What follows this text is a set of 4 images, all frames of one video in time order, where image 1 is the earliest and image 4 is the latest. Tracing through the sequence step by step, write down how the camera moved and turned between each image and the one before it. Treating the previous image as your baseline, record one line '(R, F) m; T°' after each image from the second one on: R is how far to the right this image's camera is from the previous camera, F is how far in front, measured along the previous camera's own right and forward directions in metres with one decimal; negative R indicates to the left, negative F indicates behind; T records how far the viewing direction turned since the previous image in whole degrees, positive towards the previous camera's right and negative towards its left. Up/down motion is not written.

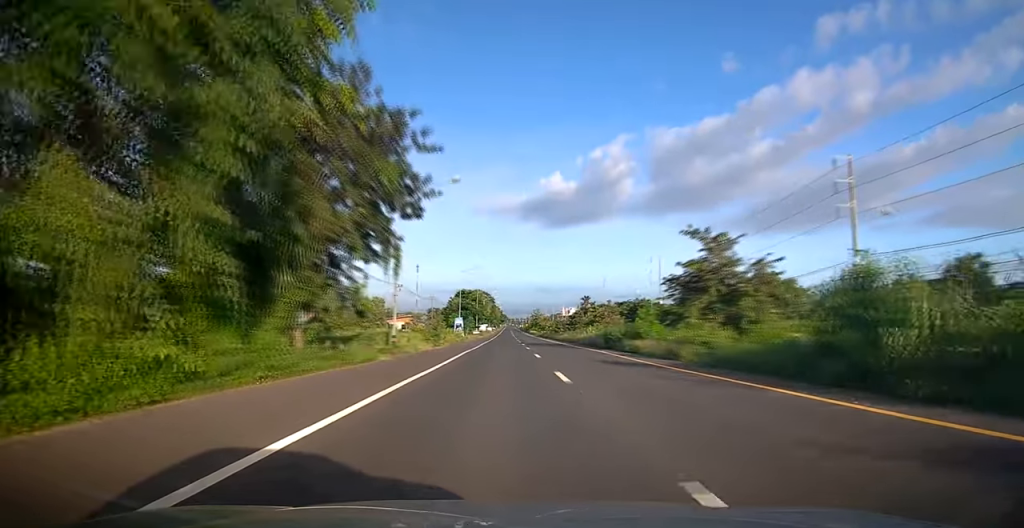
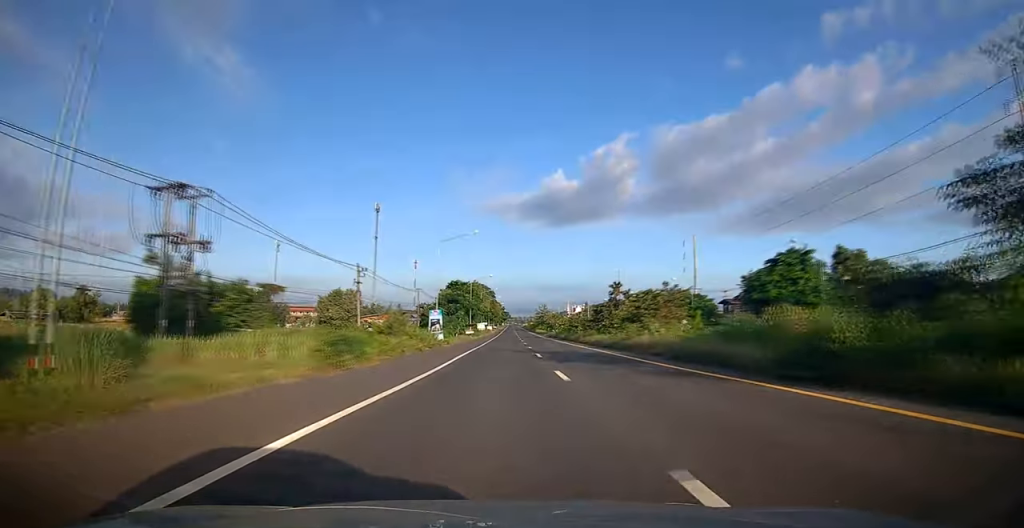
(+0.4, +23.7) m; 0°
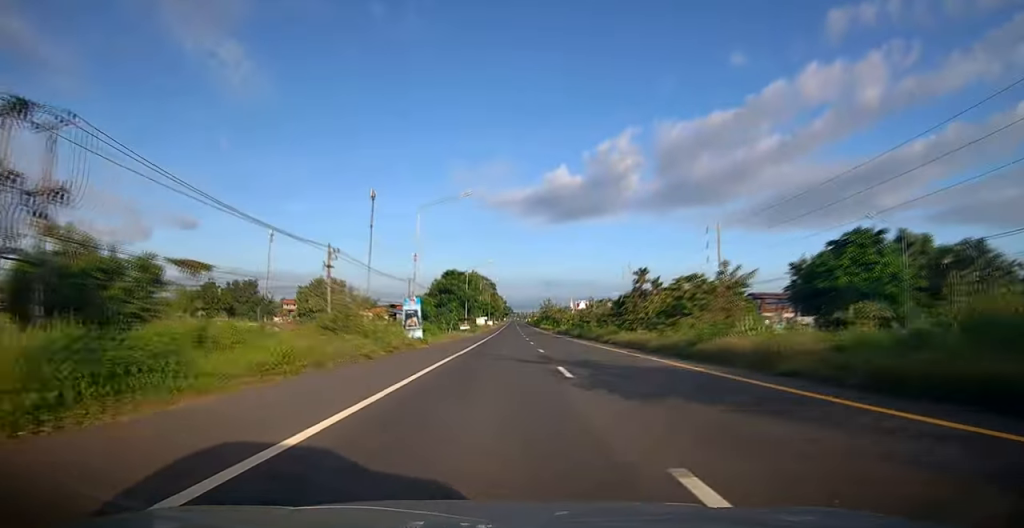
(-0.4, +11.9) m; 0°
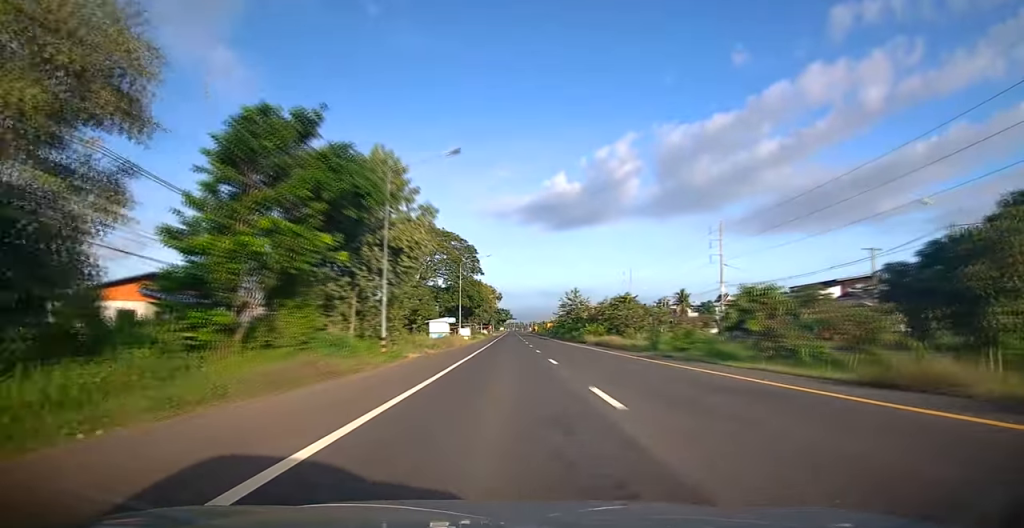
(-0.2, +77.6) m; 0°
